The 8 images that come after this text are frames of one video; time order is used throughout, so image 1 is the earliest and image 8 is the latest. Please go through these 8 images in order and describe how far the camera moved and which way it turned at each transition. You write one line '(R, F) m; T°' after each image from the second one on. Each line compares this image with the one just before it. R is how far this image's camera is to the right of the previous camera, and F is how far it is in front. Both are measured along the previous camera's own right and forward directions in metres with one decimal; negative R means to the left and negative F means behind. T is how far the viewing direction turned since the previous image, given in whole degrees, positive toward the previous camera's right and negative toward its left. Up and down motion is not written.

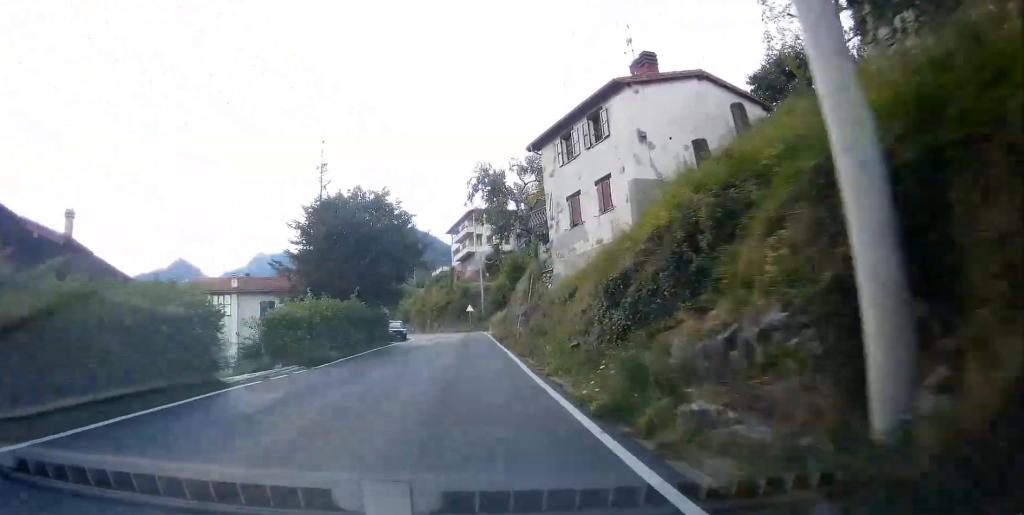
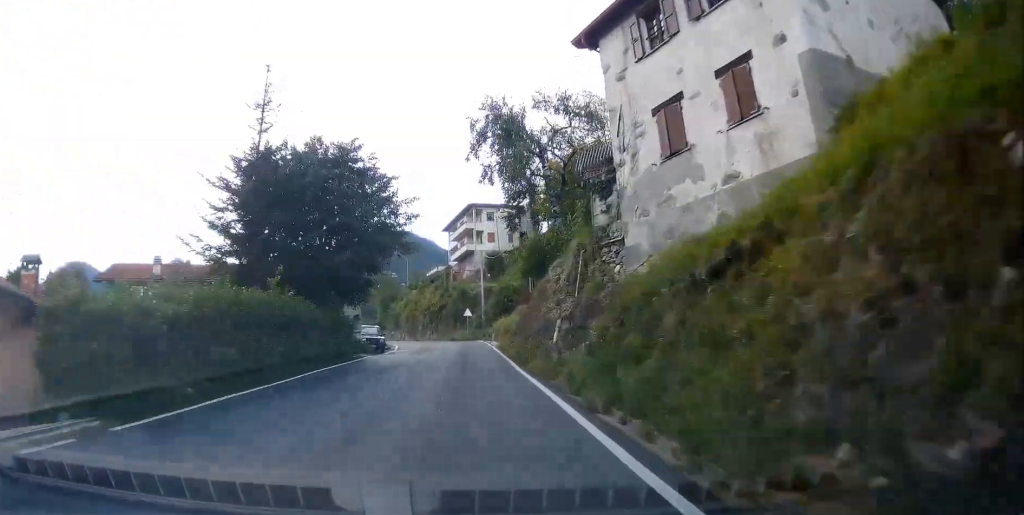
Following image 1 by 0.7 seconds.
(+0.4, +11.2) m; +2°
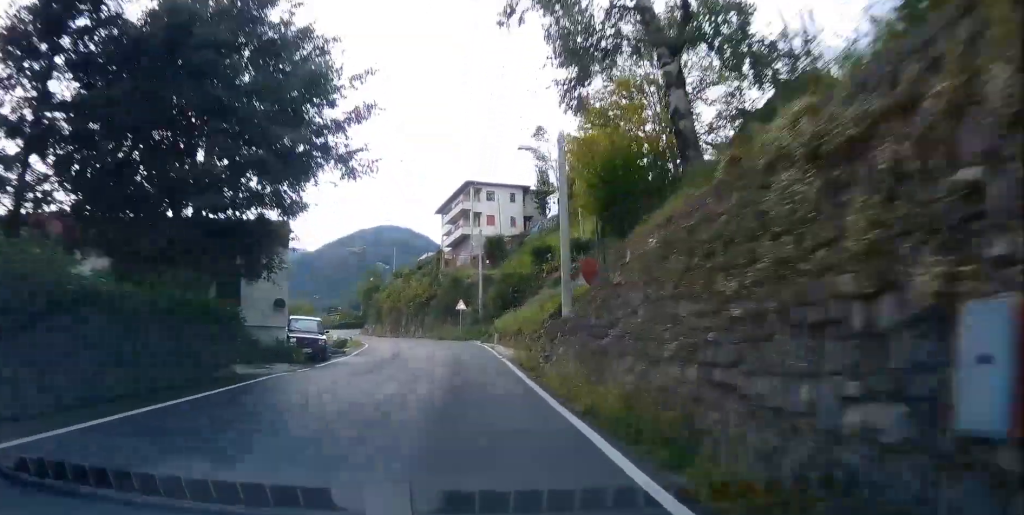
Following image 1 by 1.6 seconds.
(+0.2, +13.6) m; 0°
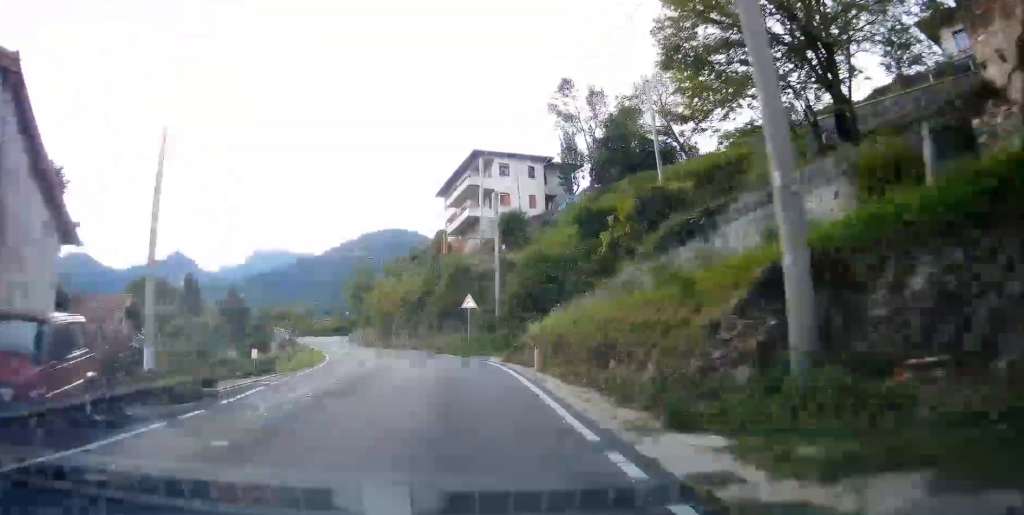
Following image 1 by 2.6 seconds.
(-0.1, +16.5) m; -1°
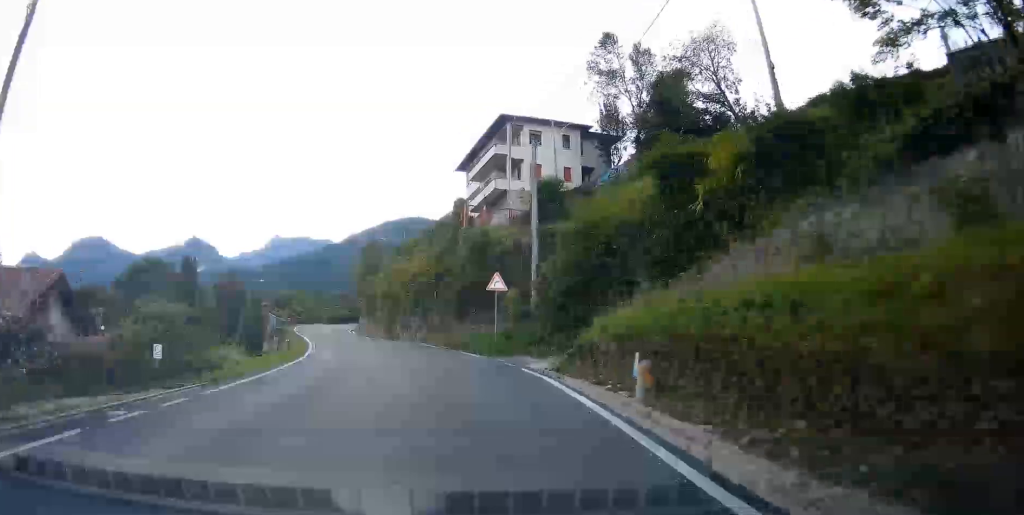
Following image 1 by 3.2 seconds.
(+0.1, +9.0) m; -1°
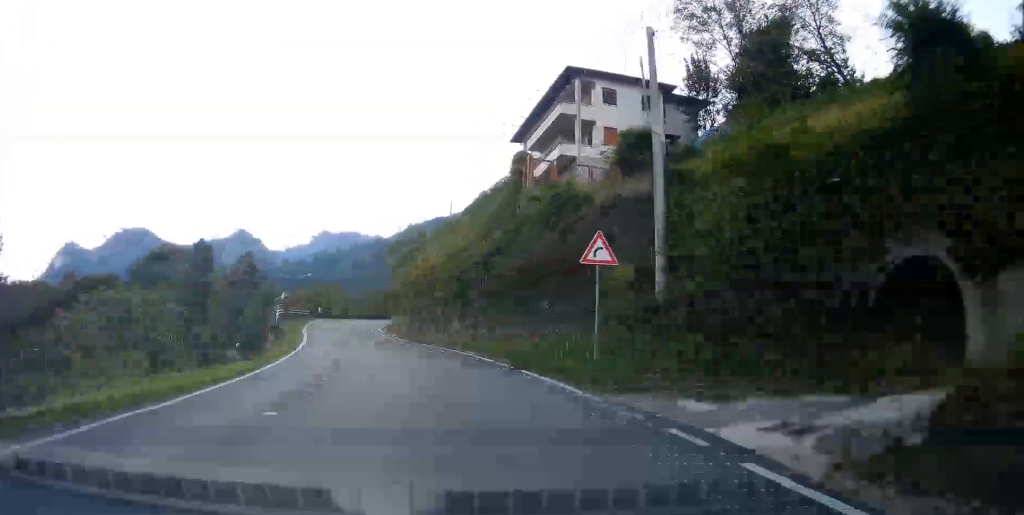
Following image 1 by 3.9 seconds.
(-0.5, +11.7) m; -3°
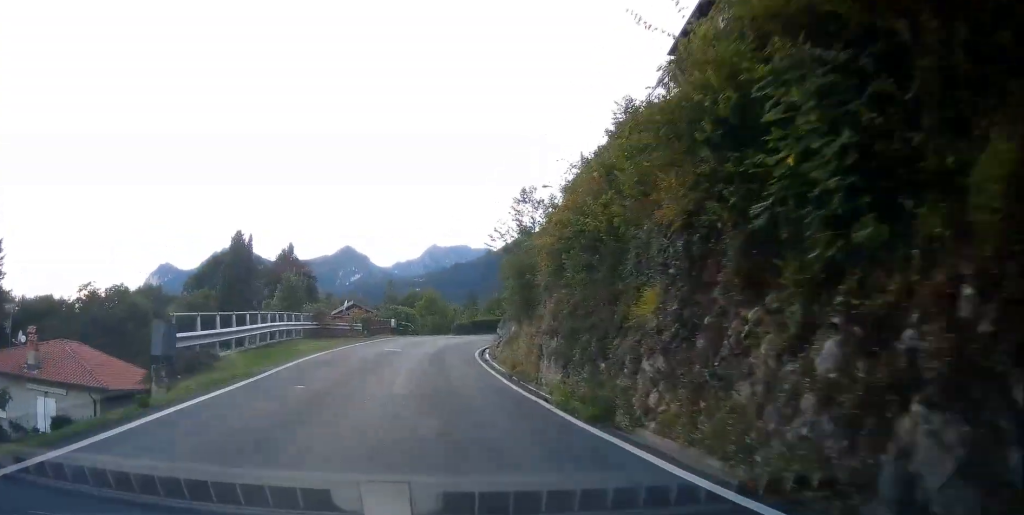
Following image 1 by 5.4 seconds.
(-1.5, +23.1) m; -8°
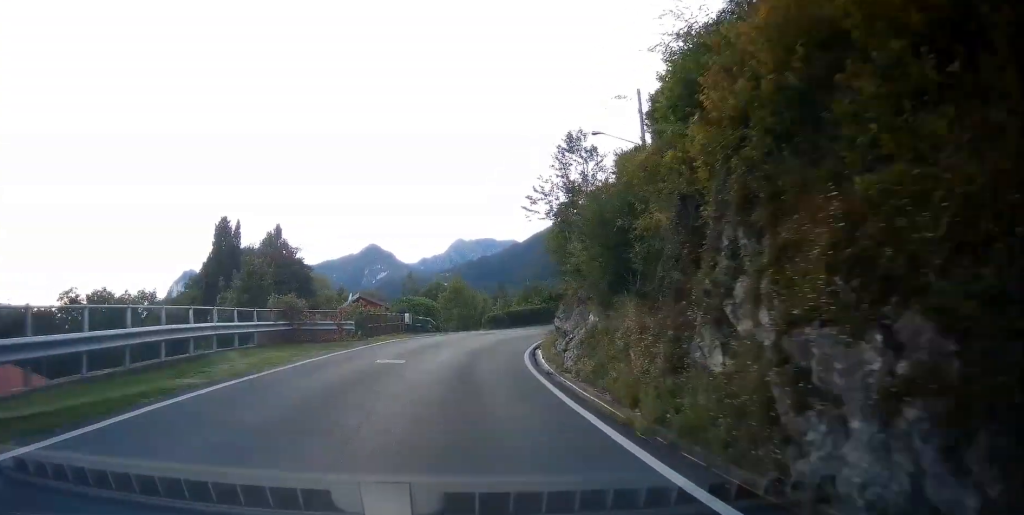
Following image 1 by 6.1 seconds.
(-0.6, +11.0) m; -3°
